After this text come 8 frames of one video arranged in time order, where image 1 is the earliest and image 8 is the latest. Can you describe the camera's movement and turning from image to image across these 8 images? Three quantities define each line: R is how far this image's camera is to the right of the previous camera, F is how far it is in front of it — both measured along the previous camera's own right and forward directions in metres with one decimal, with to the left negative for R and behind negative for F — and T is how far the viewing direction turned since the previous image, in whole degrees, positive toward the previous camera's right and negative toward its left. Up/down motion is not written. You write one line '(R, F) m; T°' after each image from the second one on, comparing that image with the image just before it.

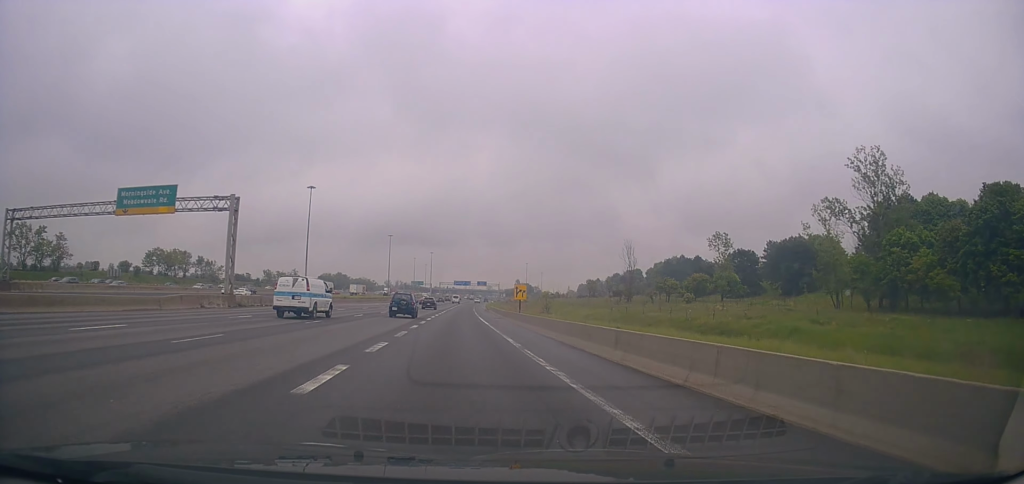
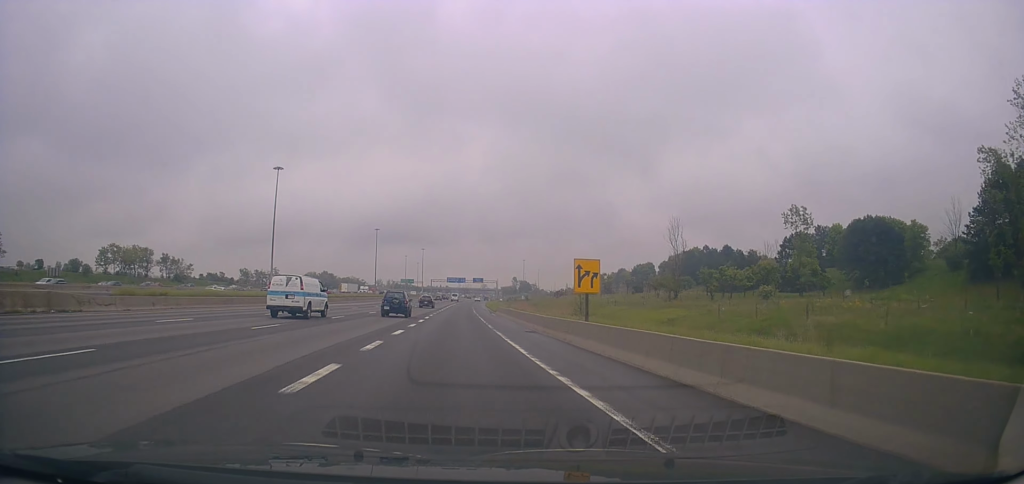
(+0.7, +29.9) m; +1°
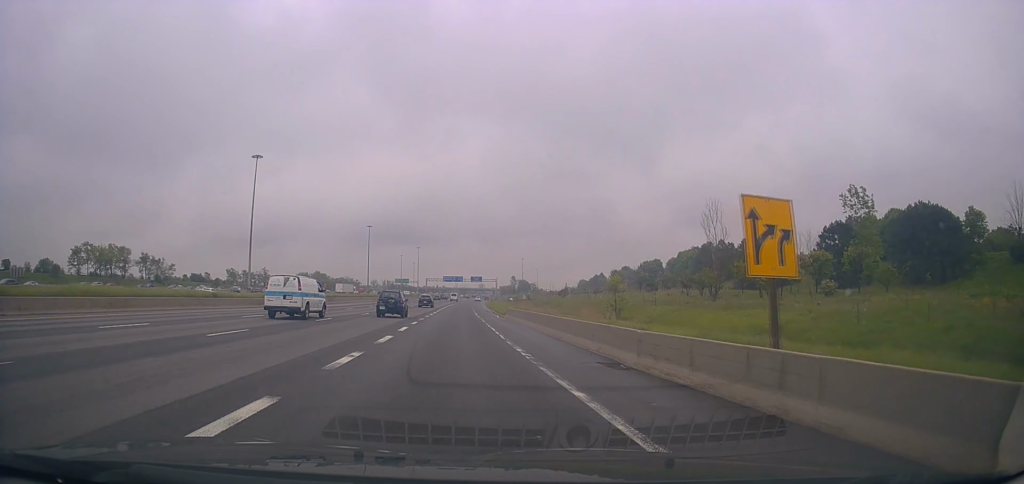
(+0.1, +15.0) m; 0°
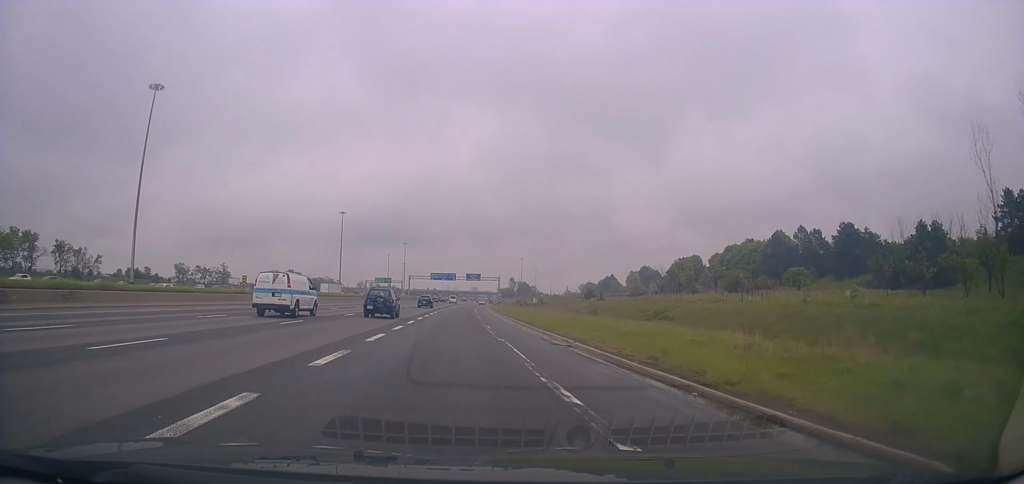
(+0.1, +54.4) m; +1°
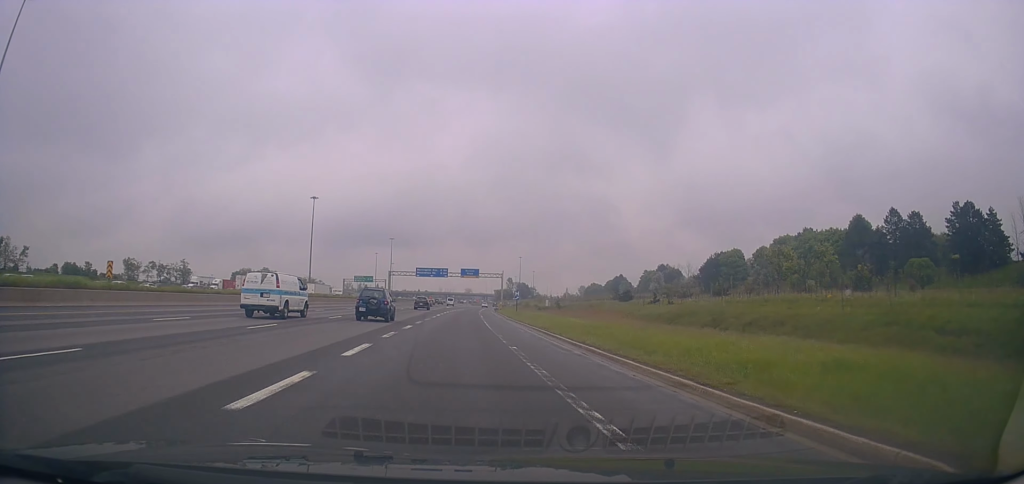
(0.0, +39.7) m; -1°
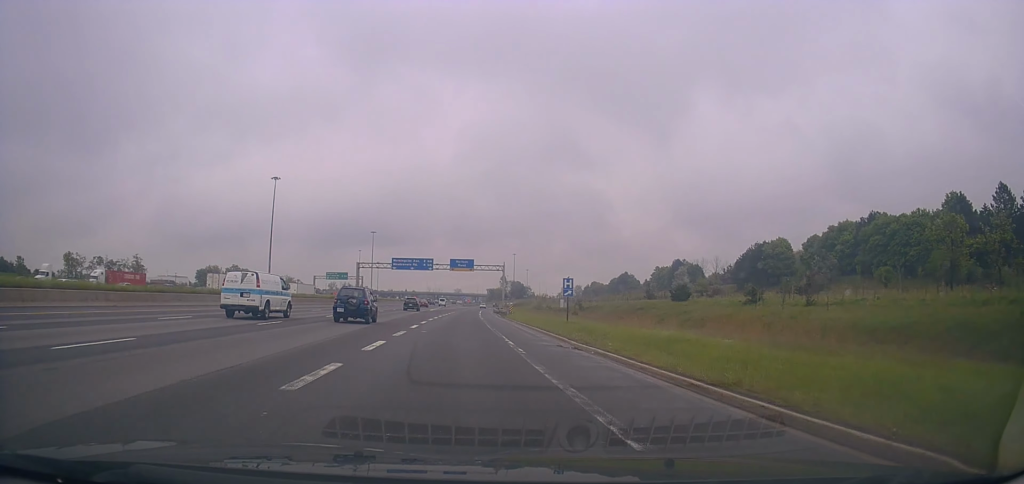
(0.0, +33.5) m; +1°
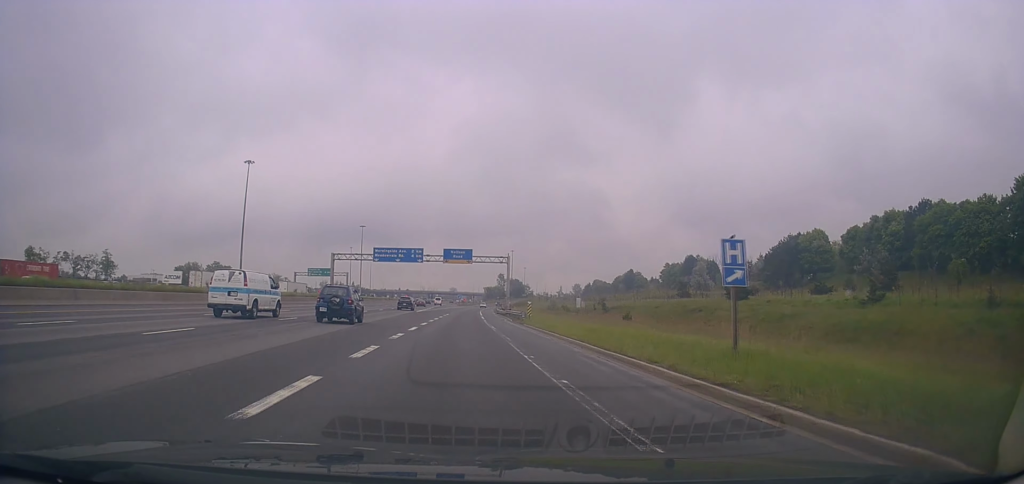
(+0.5, +20.4) m; +1°
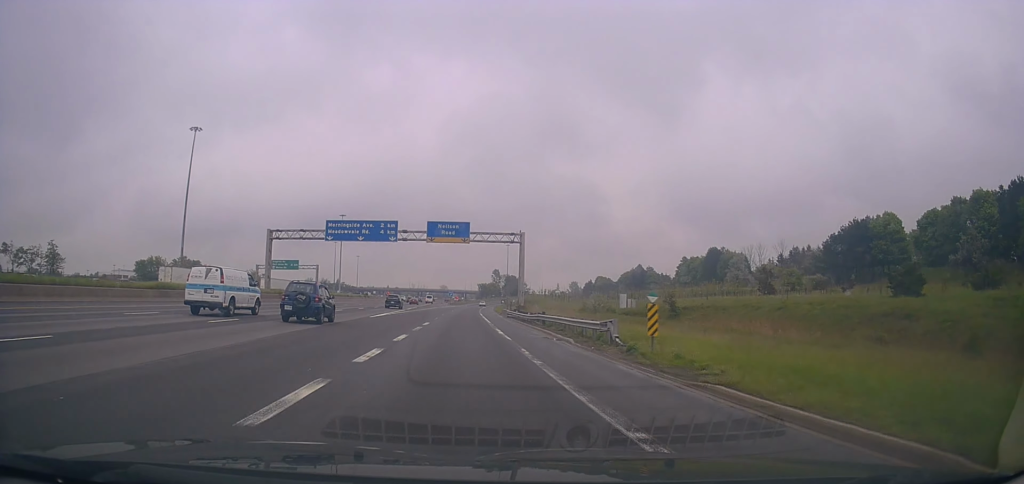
(0.0, +29.9) m; +1°
